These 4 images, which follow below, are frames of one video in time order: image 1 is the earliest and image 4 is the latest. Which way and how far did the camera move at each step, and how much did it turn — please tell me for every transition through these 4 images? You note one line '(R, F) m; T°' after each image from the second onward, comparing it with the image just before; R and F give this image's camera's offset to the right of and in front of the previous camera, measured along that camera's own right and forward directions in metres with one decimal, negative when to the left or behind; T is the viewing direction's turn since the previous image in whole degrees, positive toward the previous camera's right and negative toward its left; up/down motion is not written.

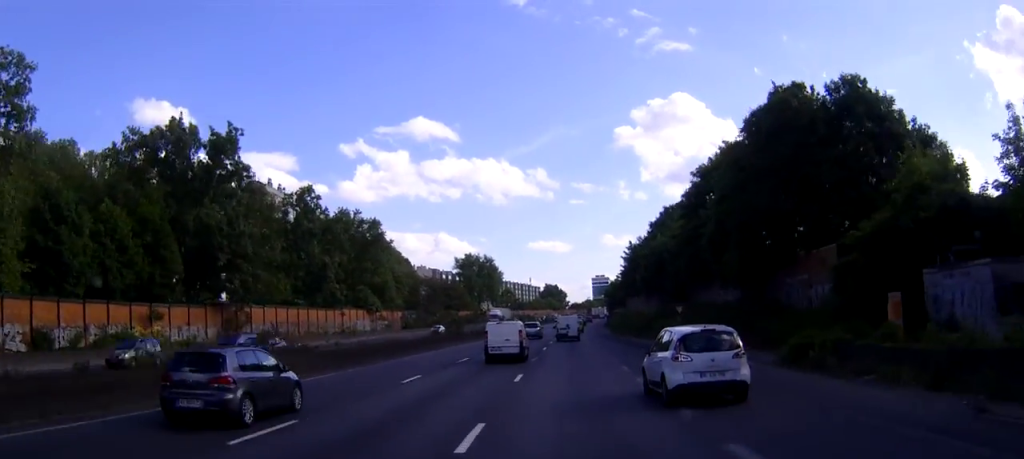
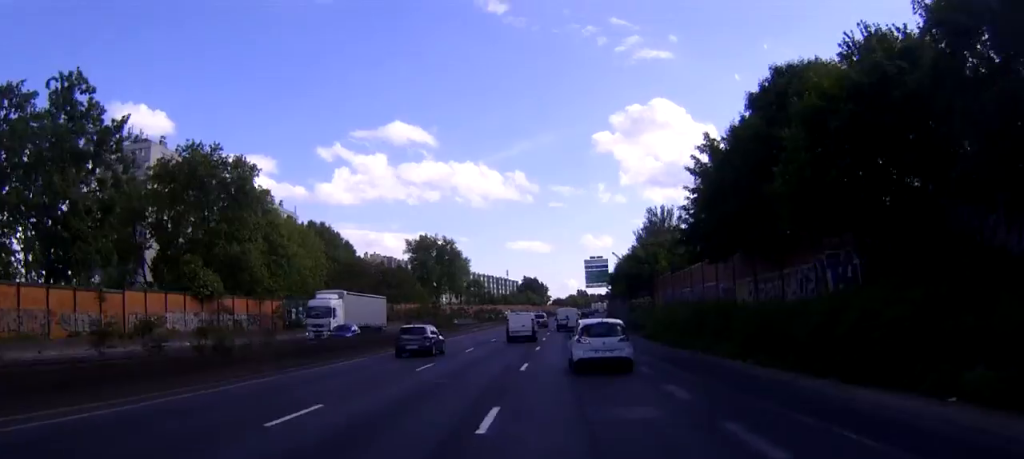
(+0.9, +49.5) m; +2°
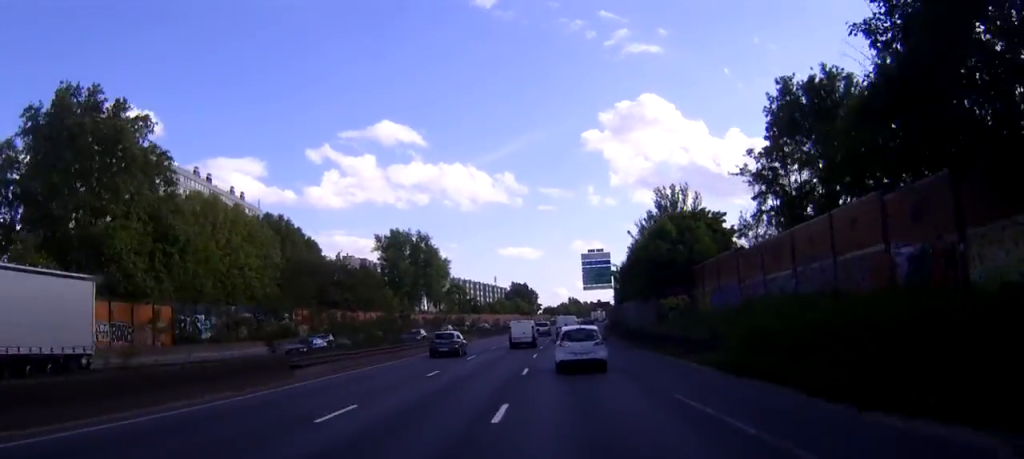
(0.0, +22.7) m; 0°
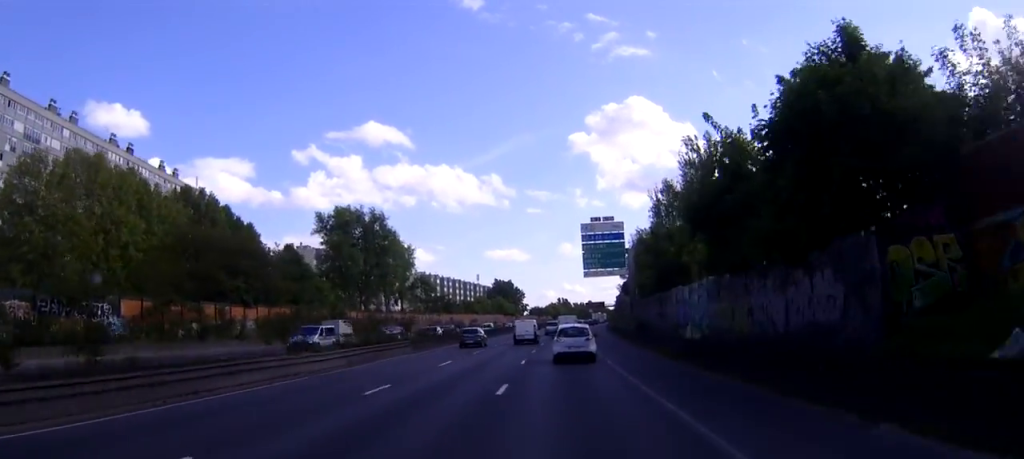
(+0.3, +33.1) m; +1°
